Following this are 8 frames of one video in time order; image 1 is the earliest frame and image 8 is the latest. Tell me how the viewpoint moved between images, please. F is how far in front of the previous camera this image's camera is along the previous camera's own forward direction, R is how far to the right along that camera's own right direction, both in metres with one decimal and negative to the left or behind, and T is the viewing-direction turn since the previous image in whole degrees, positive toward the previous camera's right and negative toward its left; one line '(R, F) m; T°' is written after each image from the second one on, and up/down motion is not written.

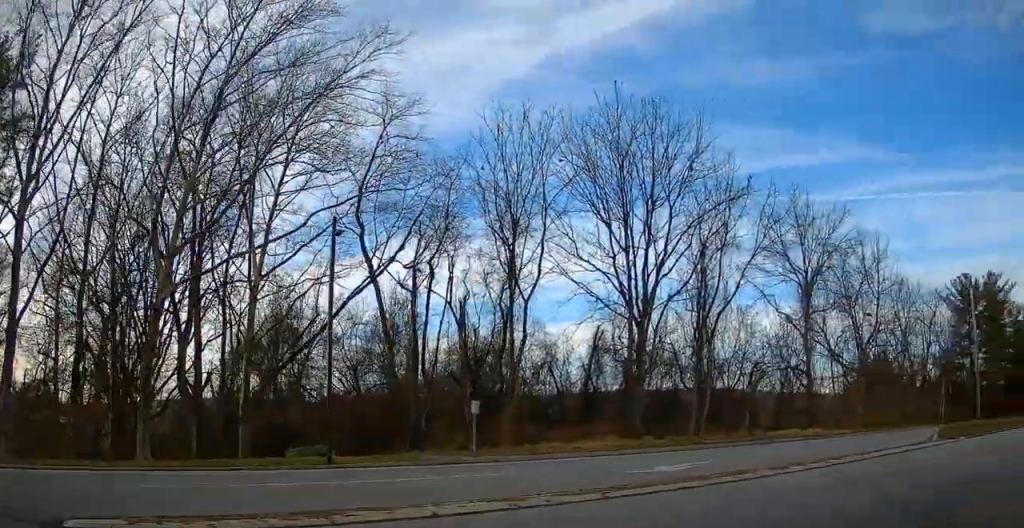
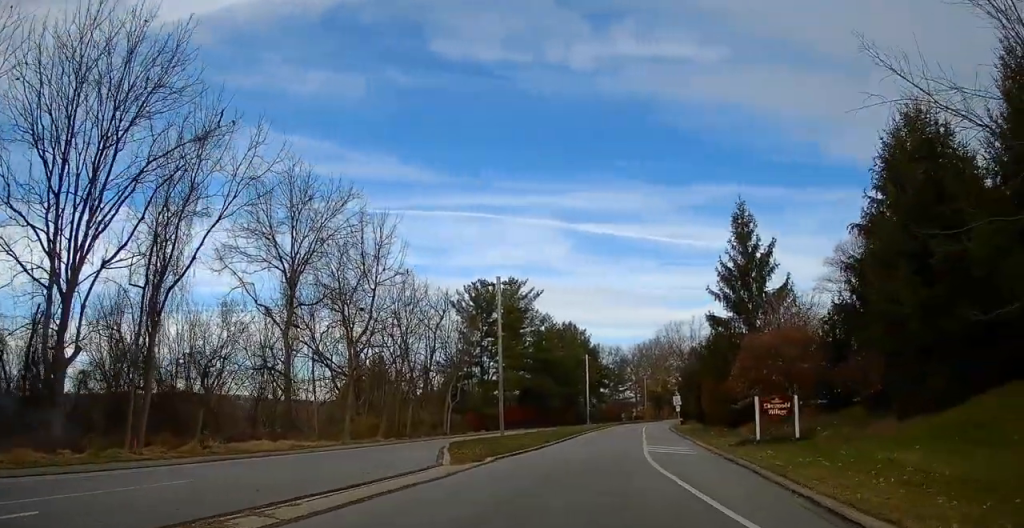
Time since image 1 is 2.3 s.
(+3.0, +6.6) m; +39°
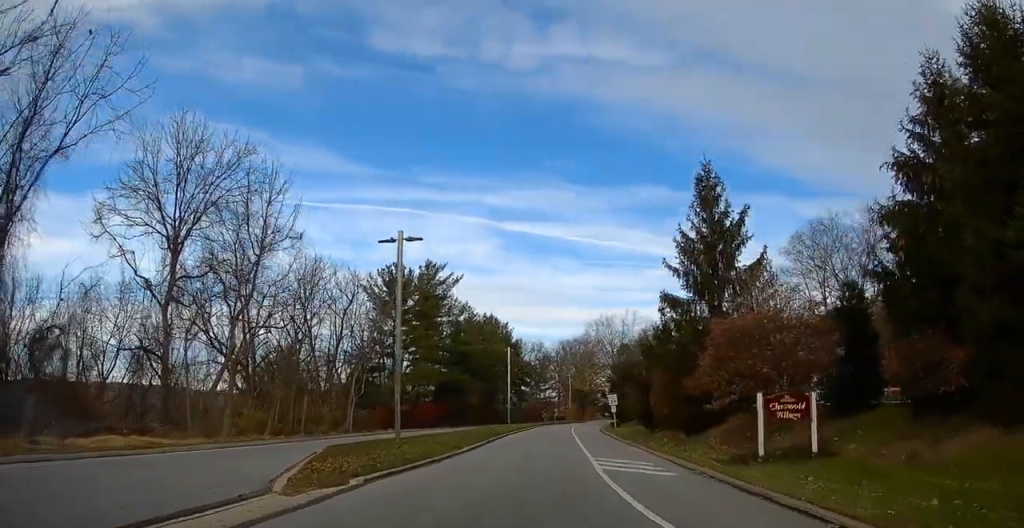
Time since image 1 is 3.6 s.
(+0.2, +6.7) m; +6°
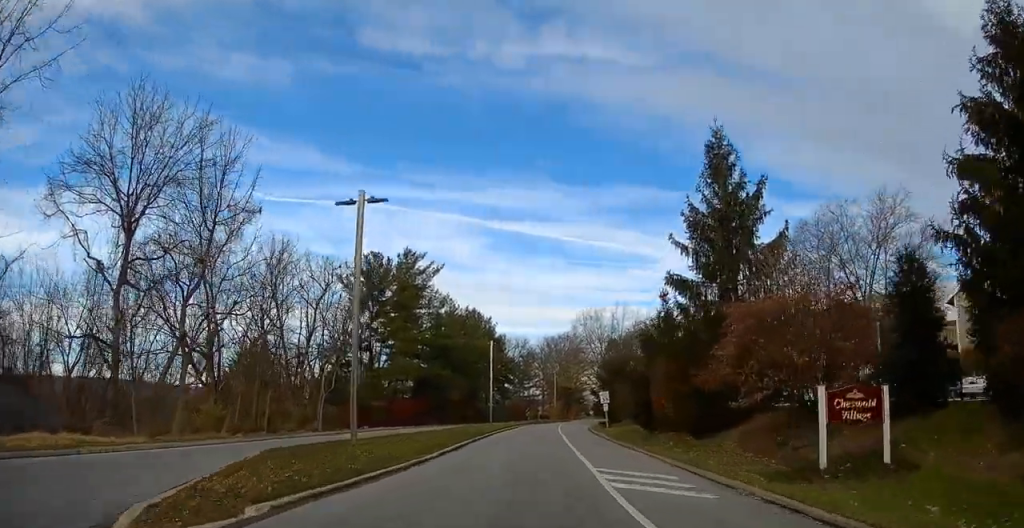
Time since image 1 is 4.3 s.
(0.0, +4.0) m; +4°
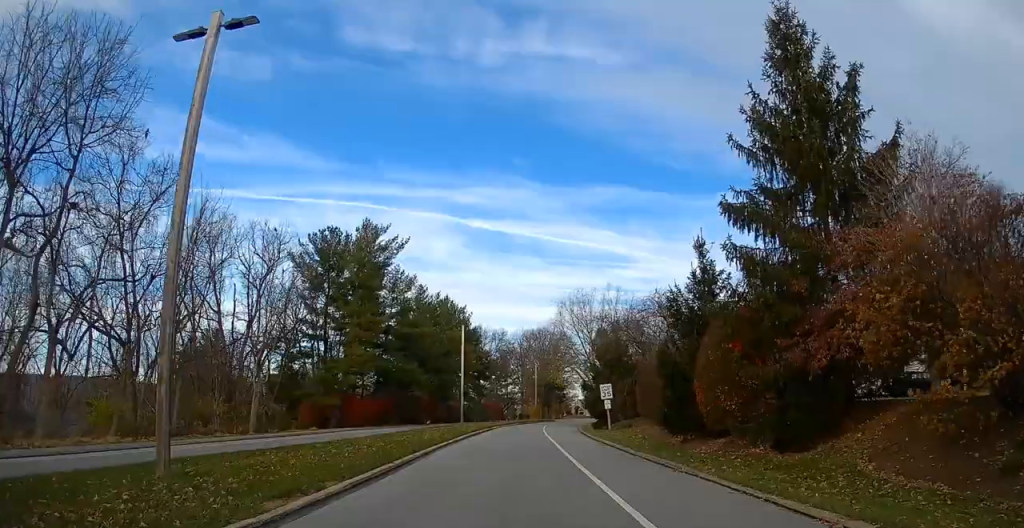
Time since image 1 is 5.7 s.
(+0.4, +10.7) m; +2°
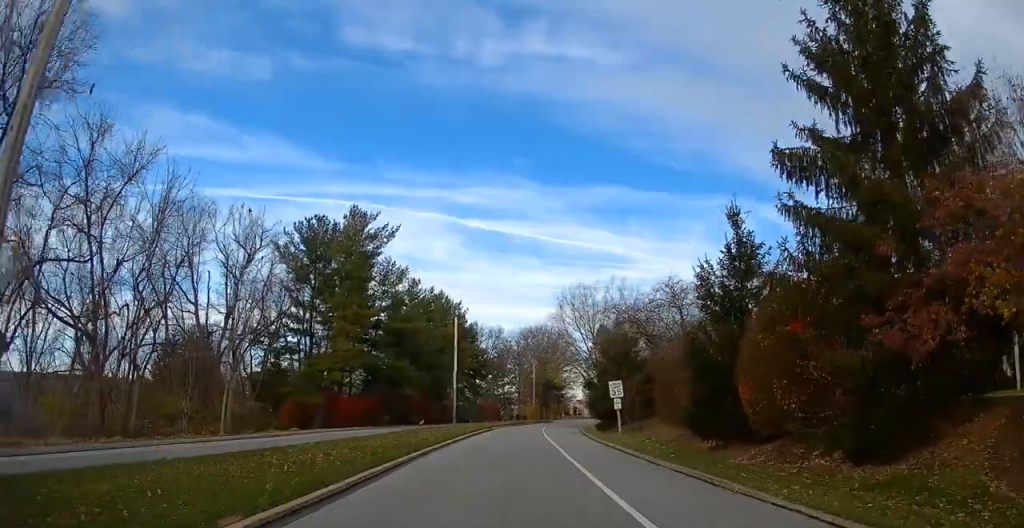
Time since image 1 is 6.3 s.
(-0.1, +4.3) m; 0°
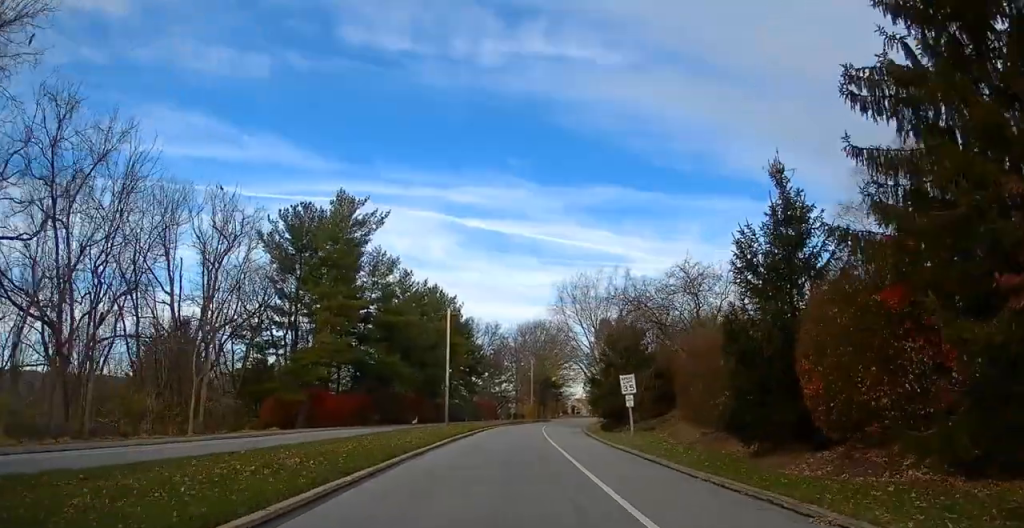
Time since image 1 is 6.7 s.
(+0.1, +3.9) m; +1°
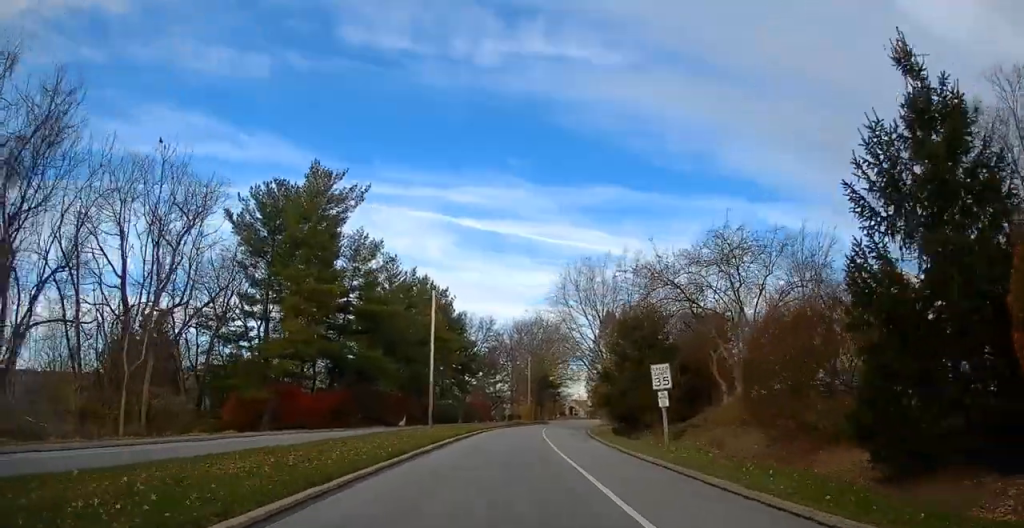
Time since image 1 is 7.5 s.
(+0.1, +6.6) m; +1°
